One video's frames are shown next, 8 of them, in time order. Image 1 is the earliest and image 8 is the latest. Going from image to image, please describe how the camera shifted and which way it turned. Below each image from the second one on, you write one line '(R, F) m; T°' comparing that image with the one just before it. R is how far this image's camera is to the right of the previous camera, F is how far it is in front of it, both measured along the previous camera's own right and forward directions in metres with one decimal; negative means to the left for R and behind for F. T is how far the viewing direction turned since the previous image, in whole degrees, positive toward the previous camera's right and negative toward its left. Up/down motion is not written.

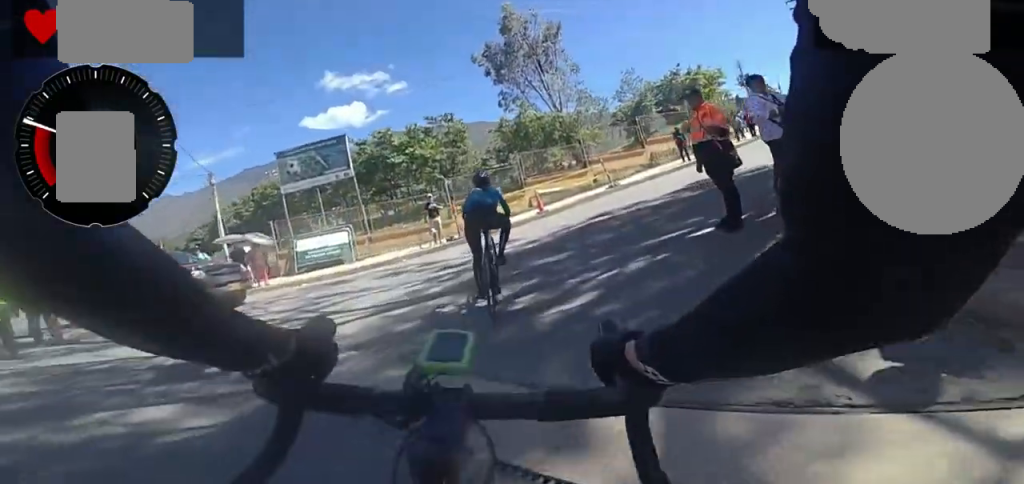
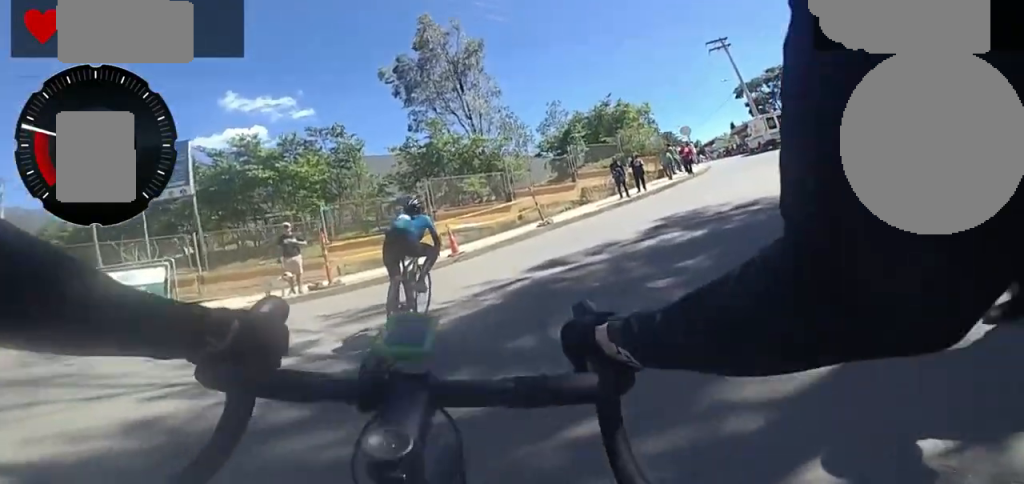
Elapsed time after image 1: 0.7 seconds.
(-0.2, +2.6) m; +14°
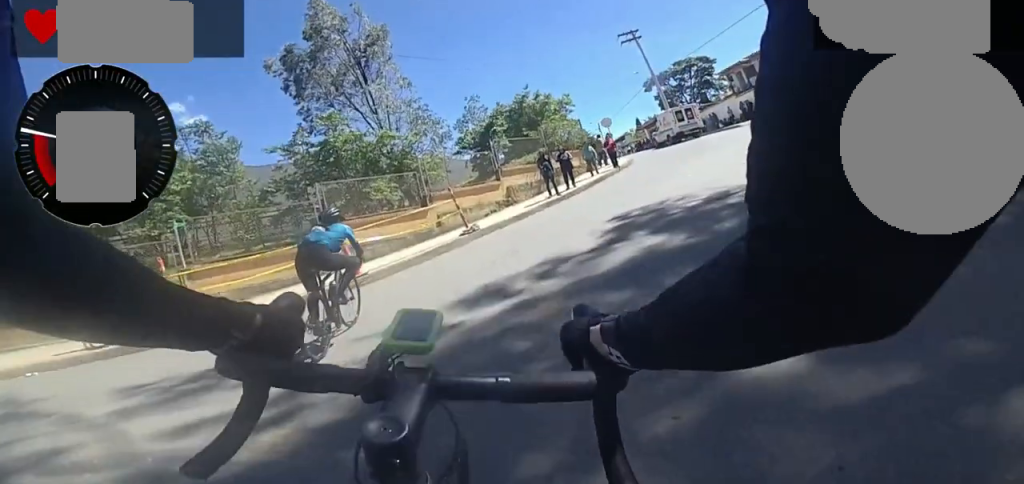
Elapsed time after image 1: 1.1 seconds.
(+0.5, +1.2) m; +15°
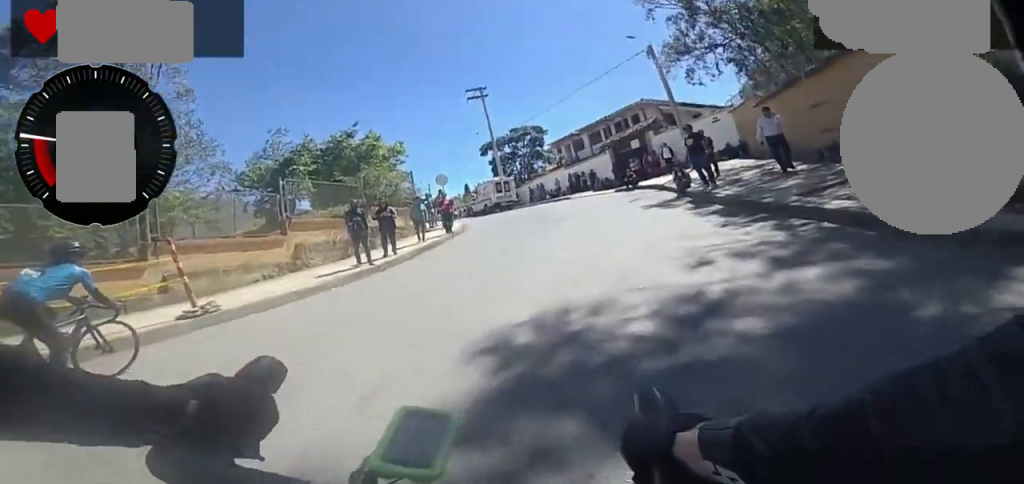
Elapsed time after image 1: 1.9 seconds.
(+0.6, +2.3) m; +24°
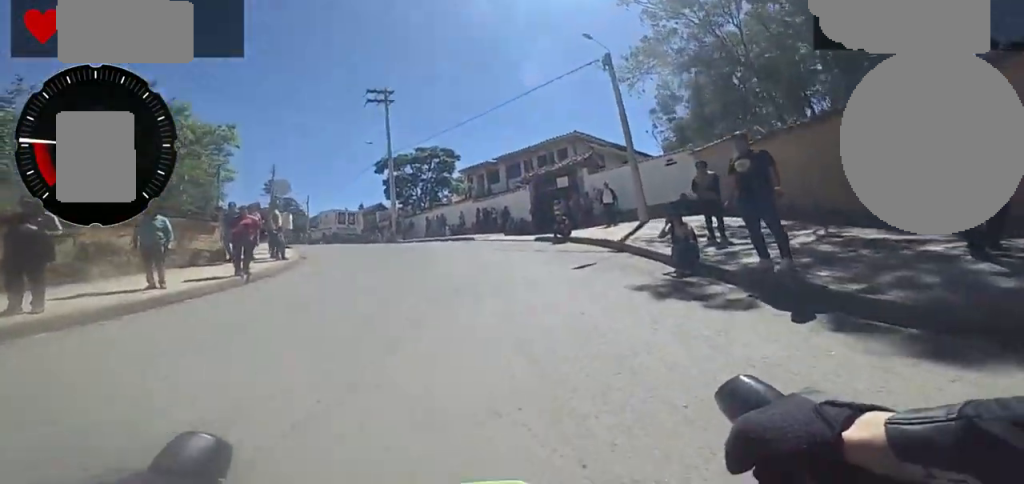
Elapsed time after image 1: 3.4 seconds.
(+0.7, +3.7) m; +5°
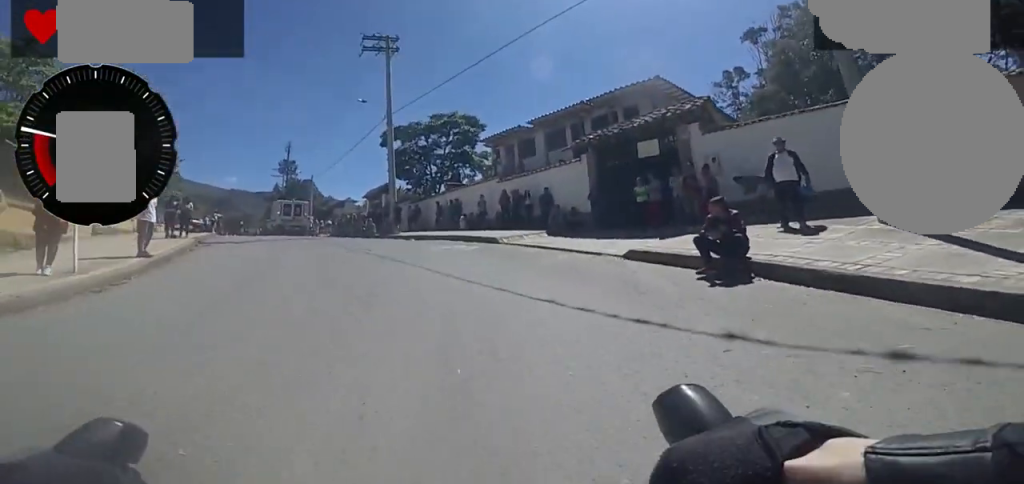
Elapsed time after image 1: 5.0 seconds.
(0.0, +5.6) m; +14°
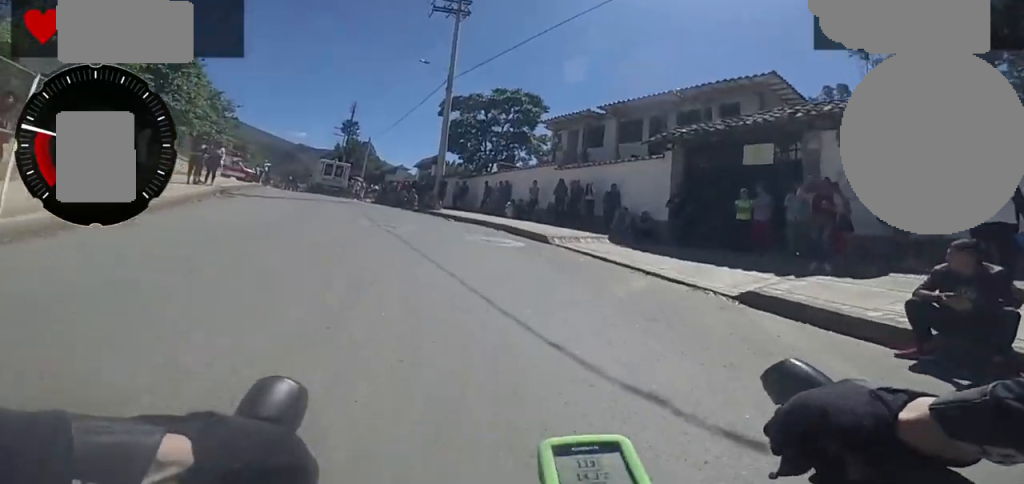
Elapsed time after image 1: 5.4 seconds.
(+0.4, +1.8) m; +6°
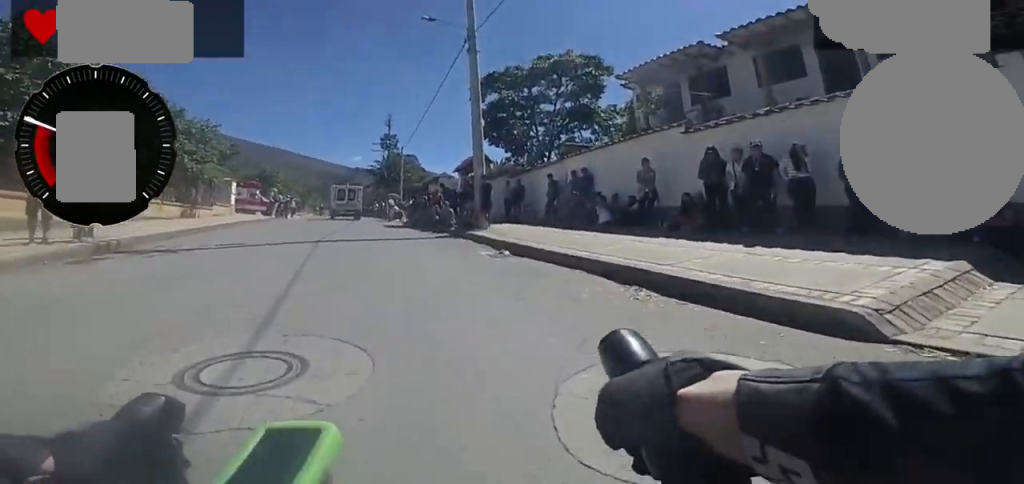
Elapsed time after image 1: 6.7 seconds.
(+0.3, +5.9) m; -9°
